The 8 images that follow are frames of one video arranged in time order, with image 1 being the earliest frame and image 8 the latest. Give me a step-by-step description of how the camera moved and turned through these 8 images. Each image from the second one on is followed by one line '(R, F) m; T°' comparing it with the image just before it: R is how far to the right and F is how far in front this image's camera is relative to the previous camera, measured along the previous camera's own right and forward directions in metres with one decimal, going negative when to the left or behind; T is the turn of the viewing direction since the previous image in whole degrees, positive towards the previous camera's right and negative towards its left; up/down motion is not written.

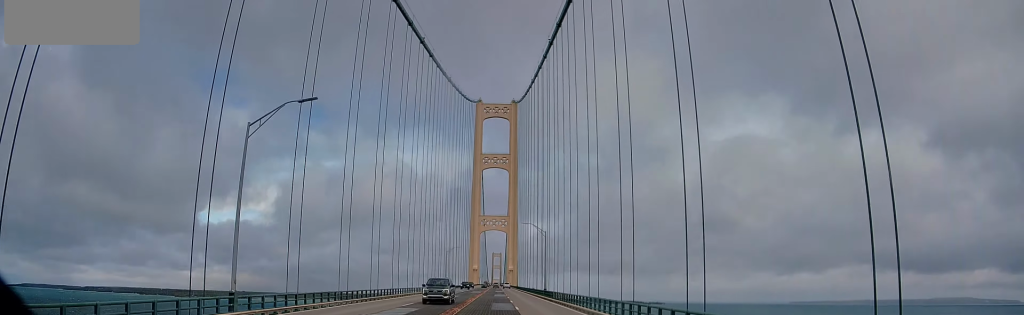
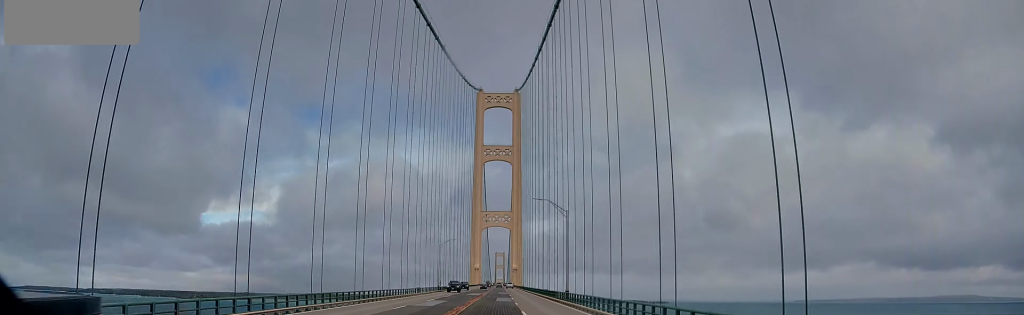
(0.0, +15.6) m; 0°
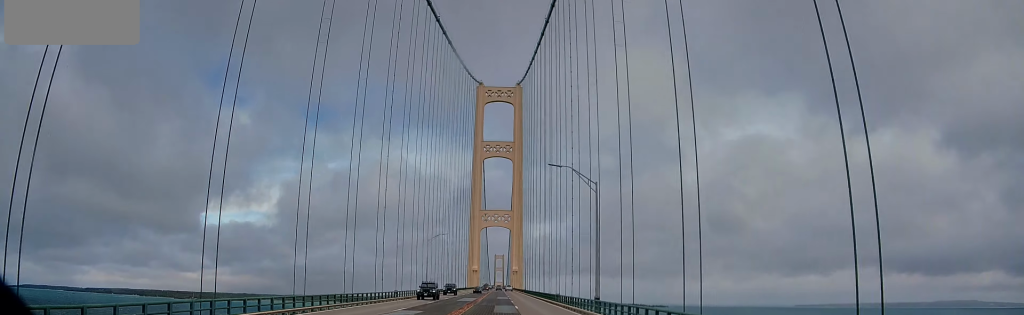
(+0.1, +12.7) m; +1°
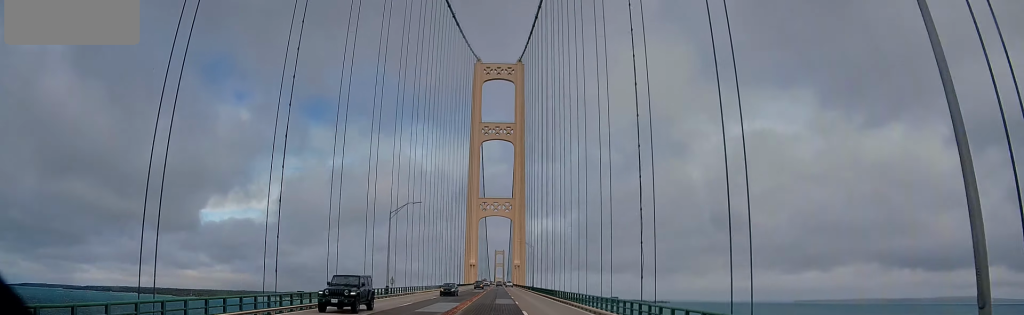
(+0.1, +23.5) m; 0°
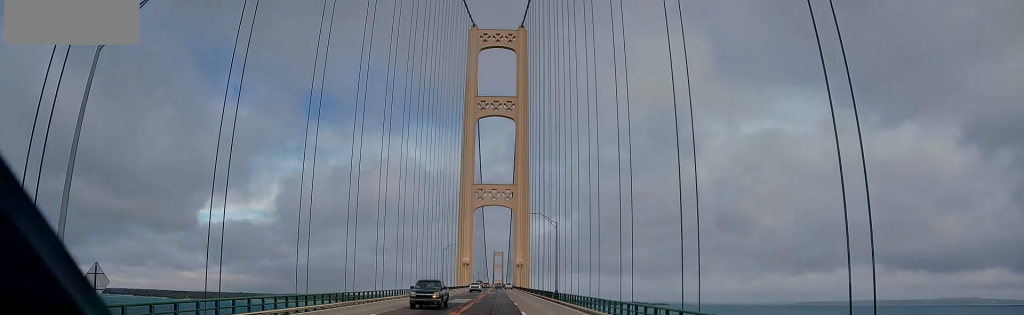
(+0.2, +39.9) m; 0°
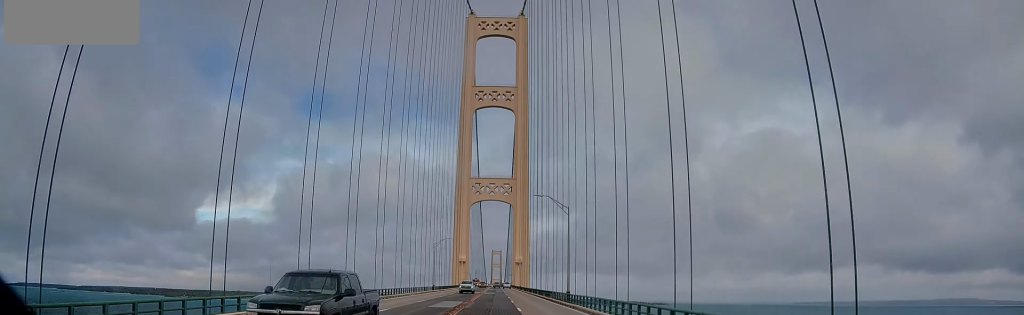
(+0.1, +11.2) m; -1°
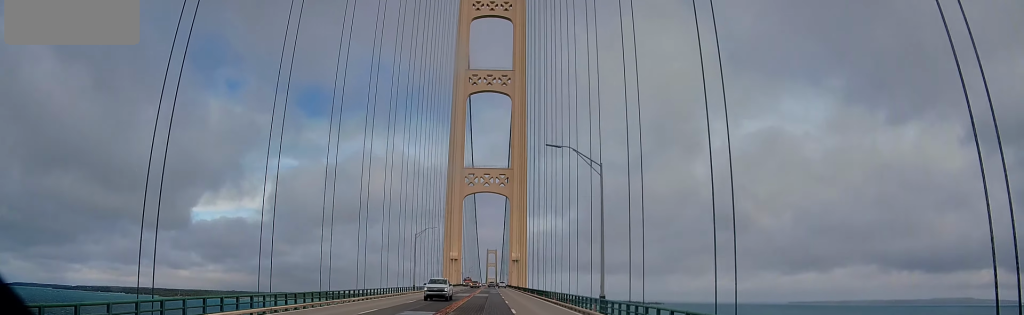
(-0.5, +17.2) m; 0°
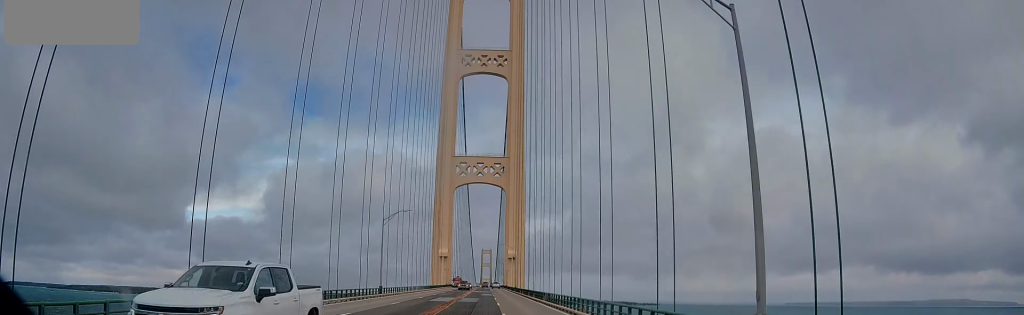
(+0.3, +20.3) m; +2°
